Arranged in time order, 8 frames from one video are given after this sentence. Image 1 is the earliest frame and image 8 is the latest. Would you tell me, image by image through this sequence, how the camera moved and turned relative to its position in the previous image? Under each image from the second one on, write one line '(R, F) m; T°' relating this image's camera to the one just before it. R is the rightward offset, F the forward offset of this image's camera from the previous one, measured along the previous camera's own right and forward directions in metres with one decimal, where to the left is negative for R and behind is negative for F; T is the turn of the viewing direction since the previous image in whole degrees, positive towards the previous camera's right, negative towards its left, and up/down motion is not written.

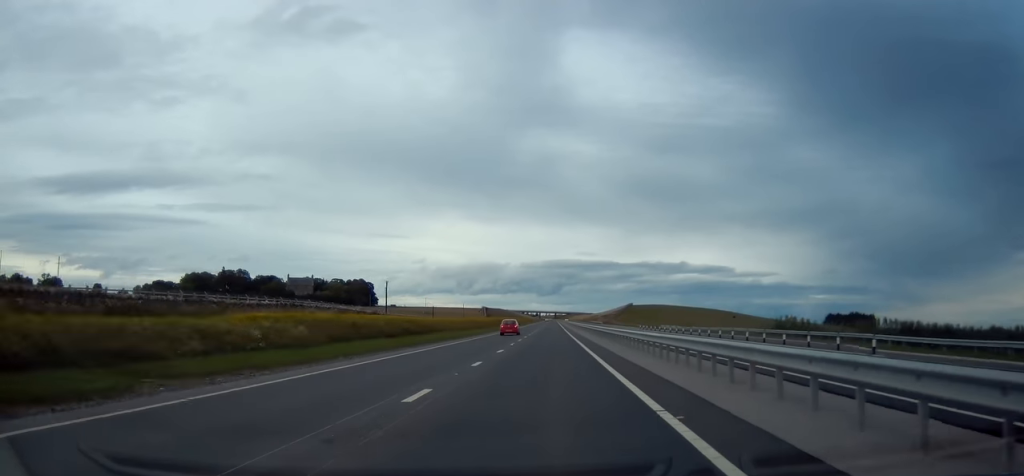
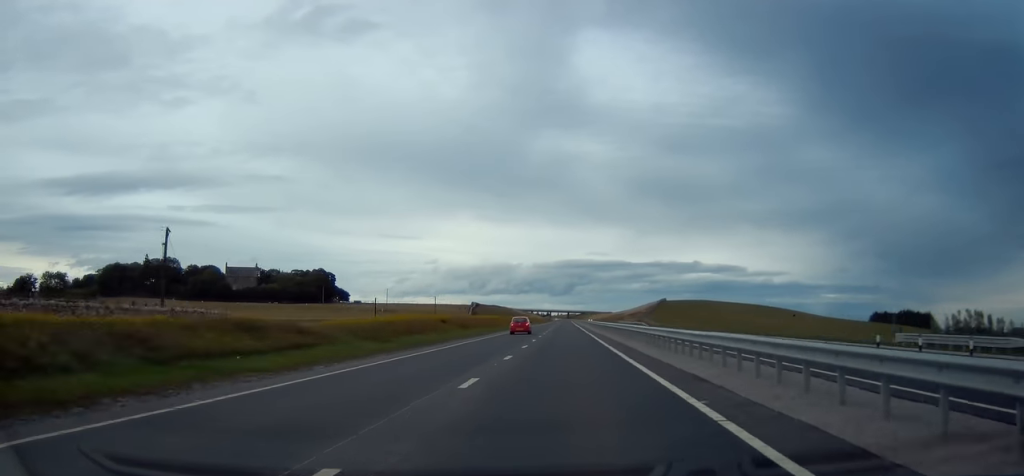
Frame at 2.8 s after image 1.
(-0.5, +86.4) m; 0°
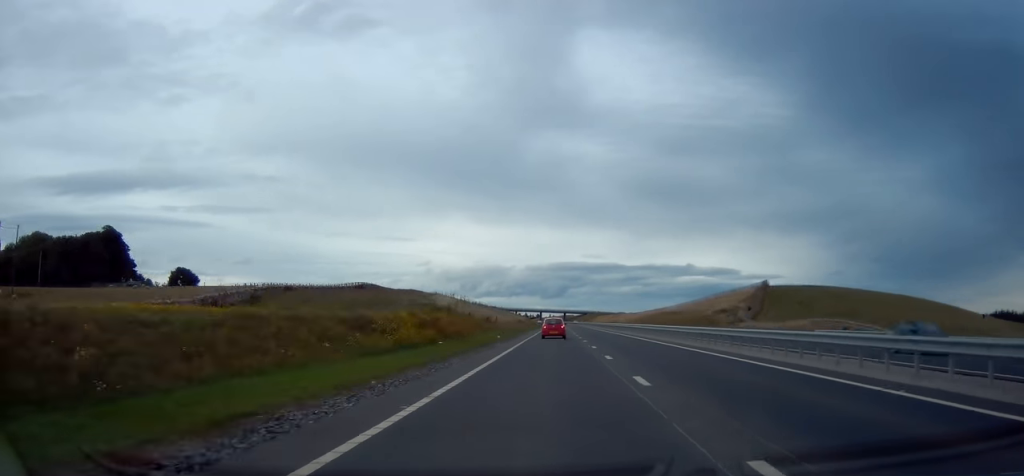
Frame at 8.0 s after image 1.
(-1.0, +161.5) m; 0°
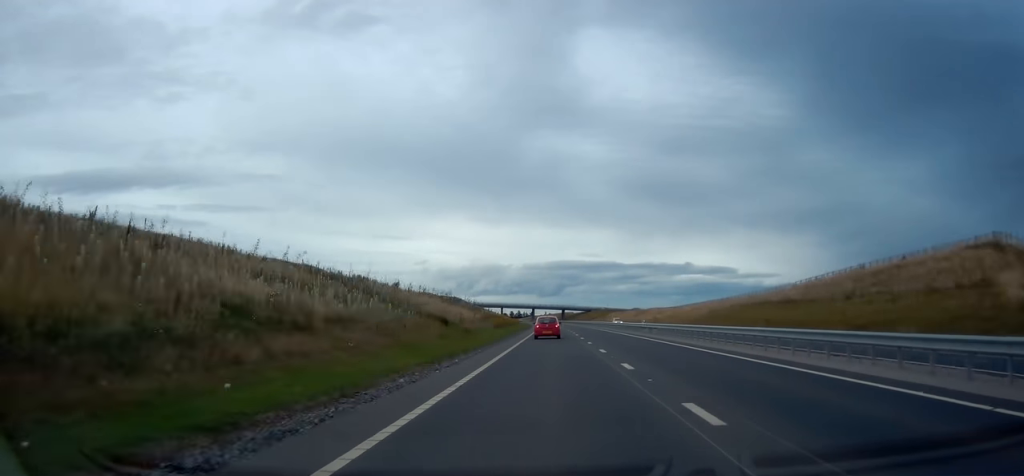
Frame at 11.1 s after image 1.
(+0.6, +95.3) m; 0°
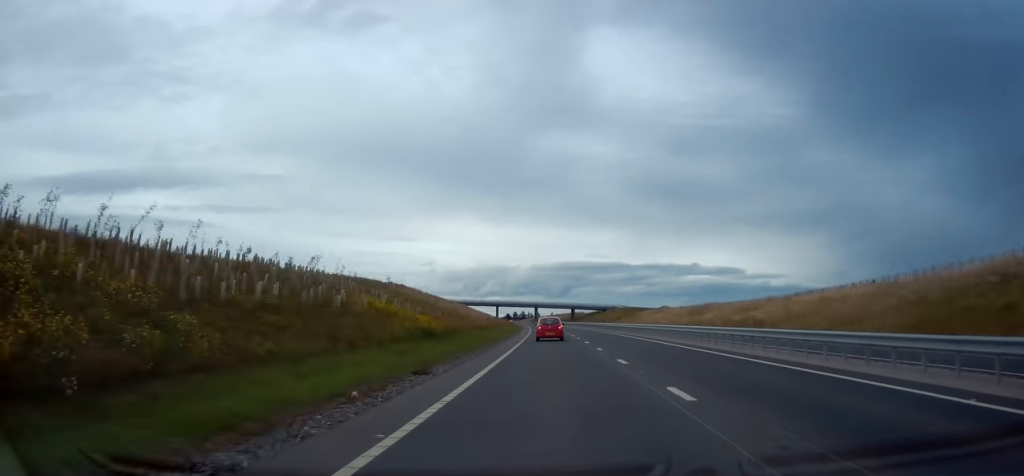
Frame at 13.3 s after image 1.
(+0.7, +70.3) m; 0°
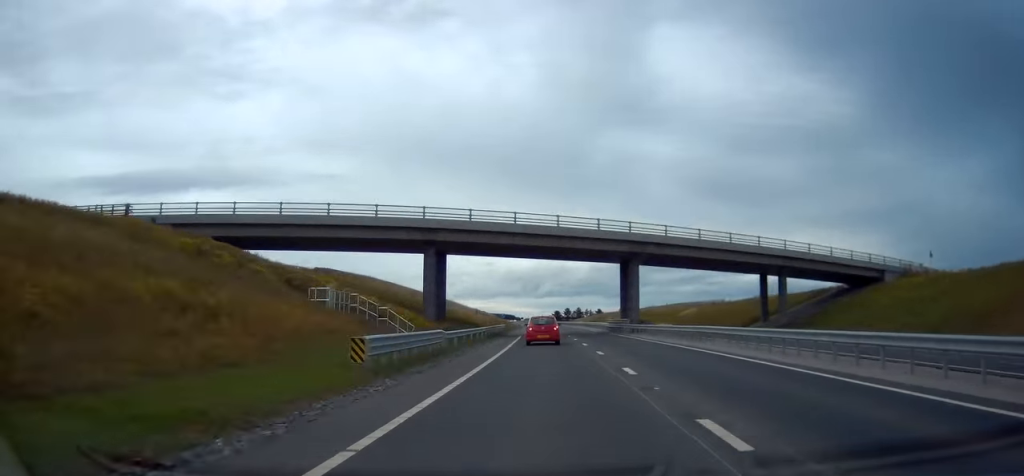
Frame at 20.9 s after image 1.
(-7.6, +235.8) m; -4°
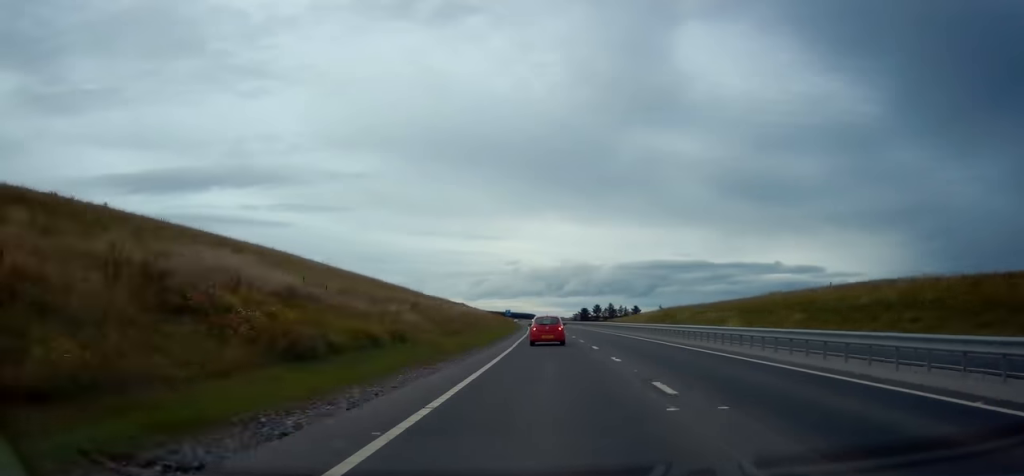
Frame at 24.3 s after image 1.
(-2.5, +102.9) m; -2°
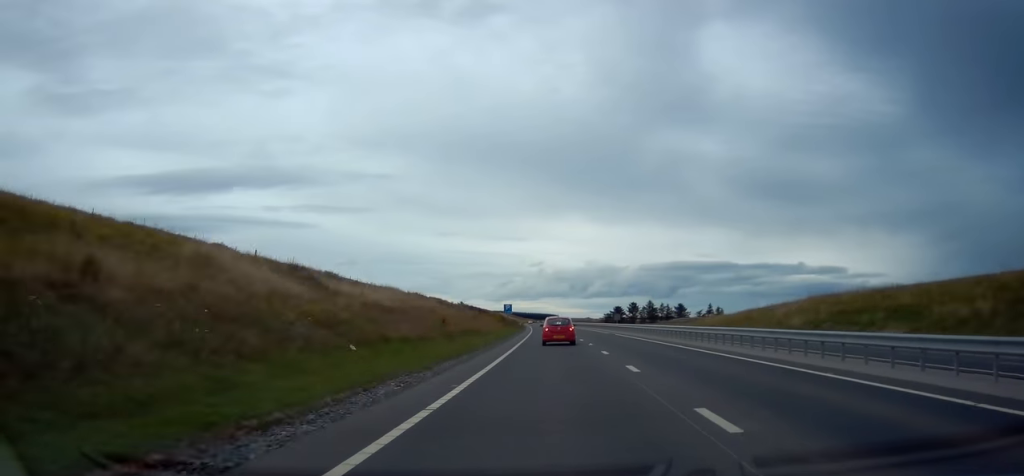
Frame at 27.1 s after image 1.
(-1.5, +86.1) m; -2°
